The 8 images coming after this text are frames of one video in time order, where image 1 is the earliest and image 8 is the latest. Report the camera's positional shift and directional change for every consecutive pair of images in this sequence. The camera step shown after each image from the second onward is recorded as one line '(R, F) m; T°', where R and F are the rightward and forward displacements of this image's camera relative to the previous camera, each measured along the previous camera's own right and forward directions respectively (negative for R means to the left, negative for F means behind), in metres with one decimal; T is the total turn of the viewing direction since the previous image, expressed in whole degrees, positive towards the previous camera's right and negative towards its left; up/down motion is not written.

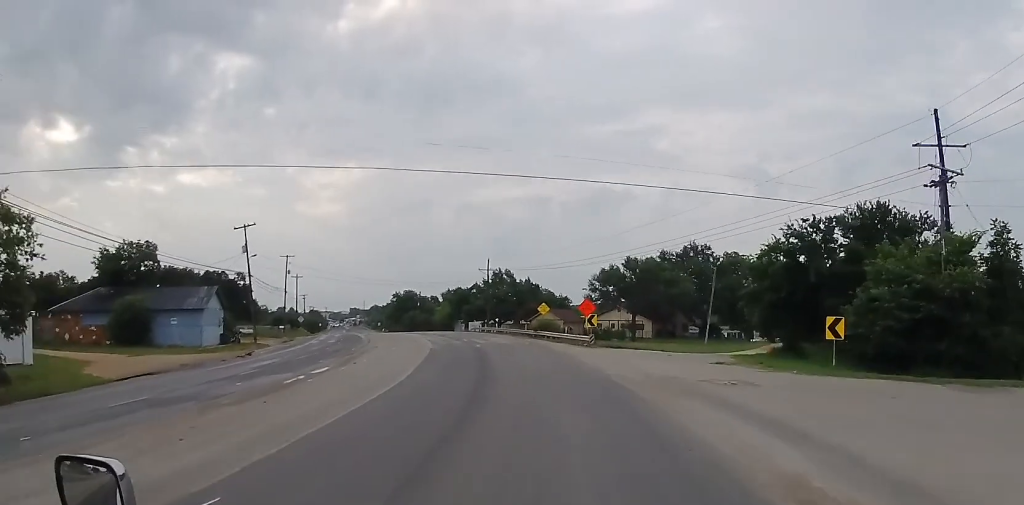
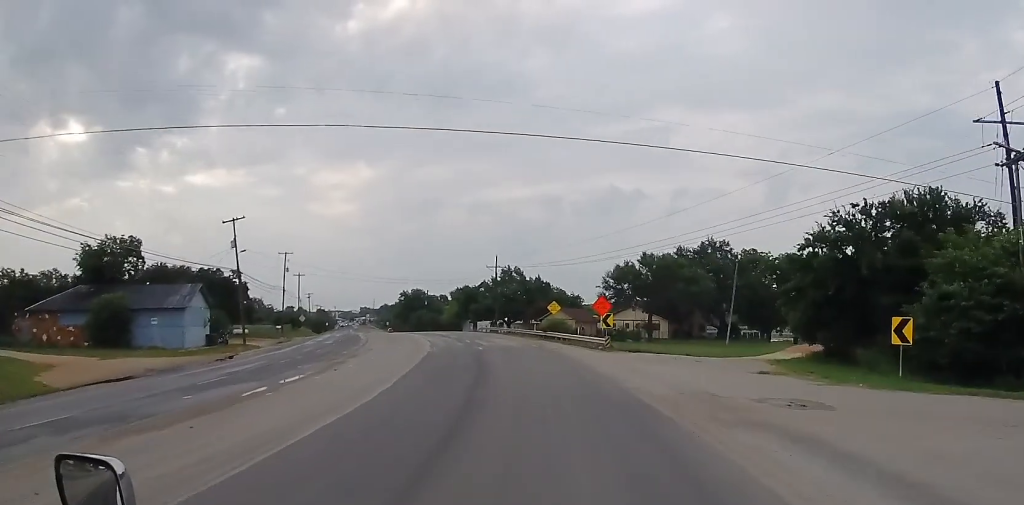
(0.0, +5.2) m; -2°
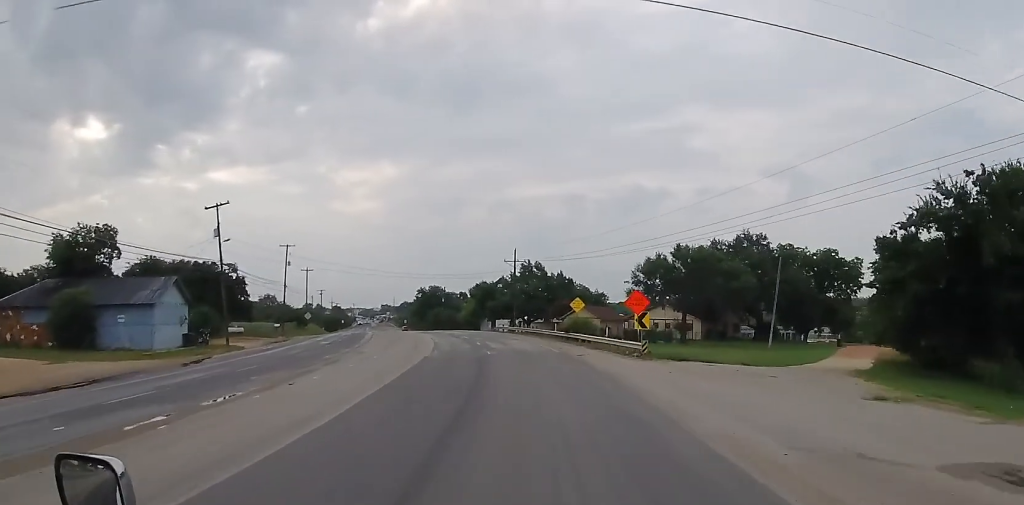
(+0.3, +8.0) m; -2°
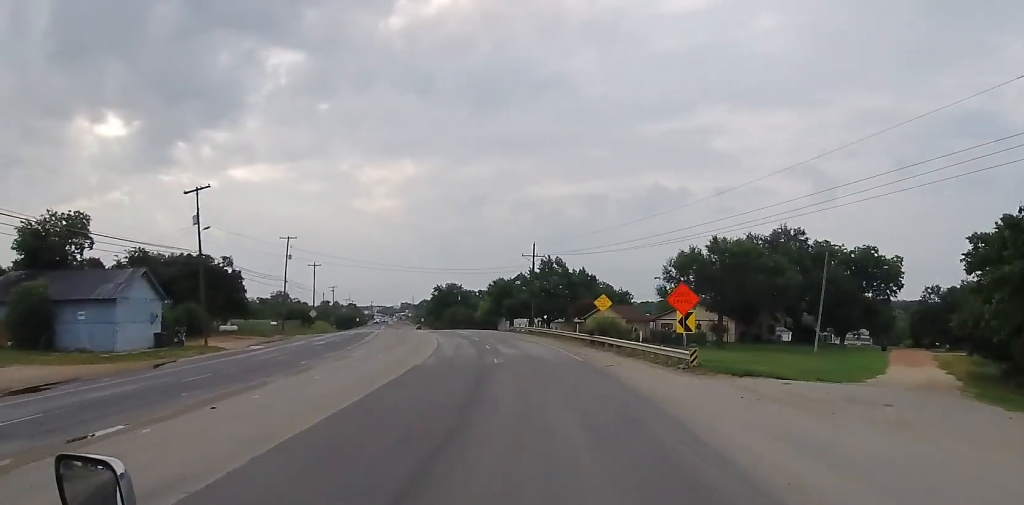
(-0.5, +7.2) m; -1°
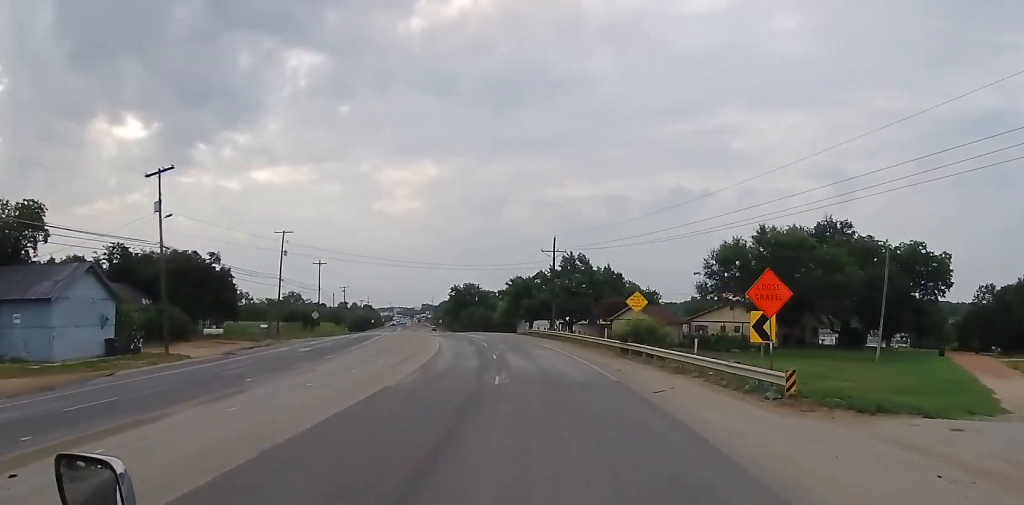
(-0.2, +8.5) m; -1°
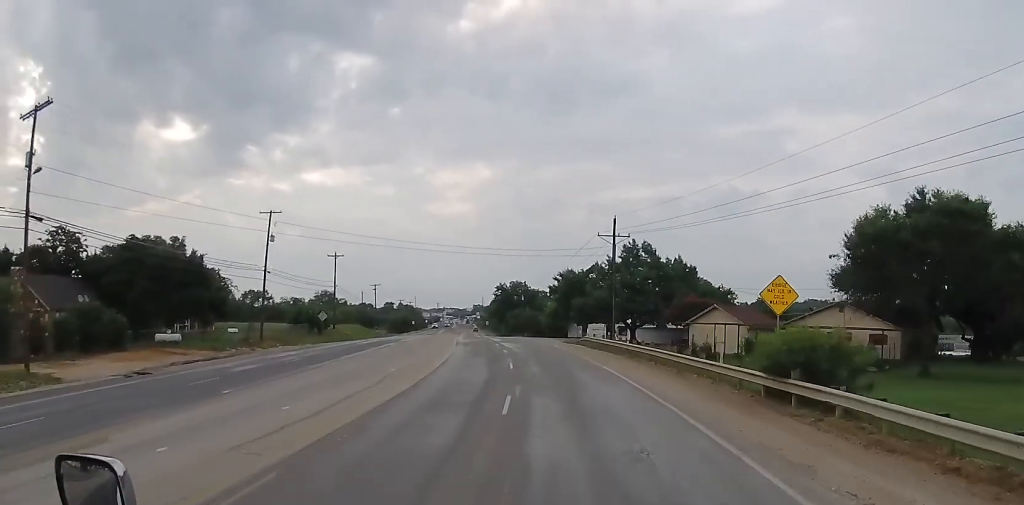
(-0.4, +17.7) m; -5°
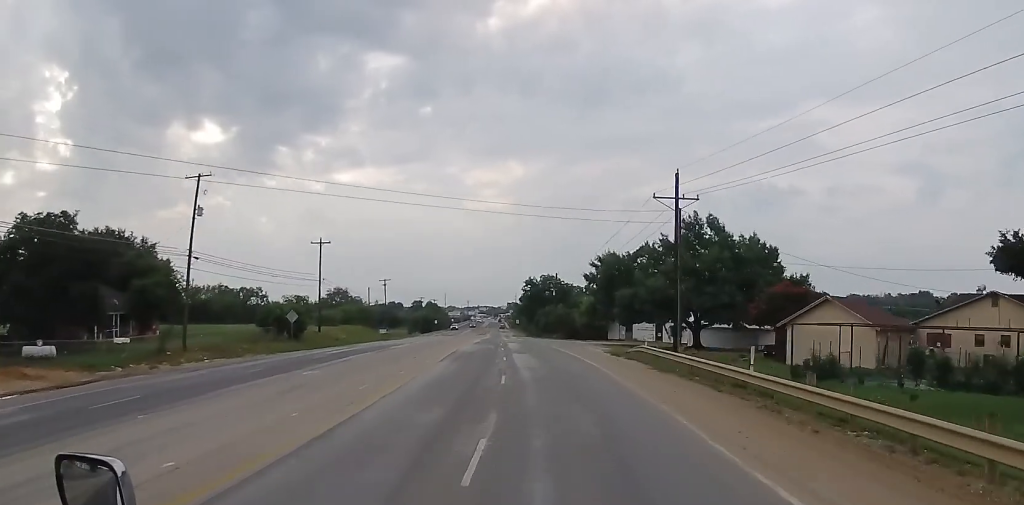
(-0.4, +19.1) m; -2°
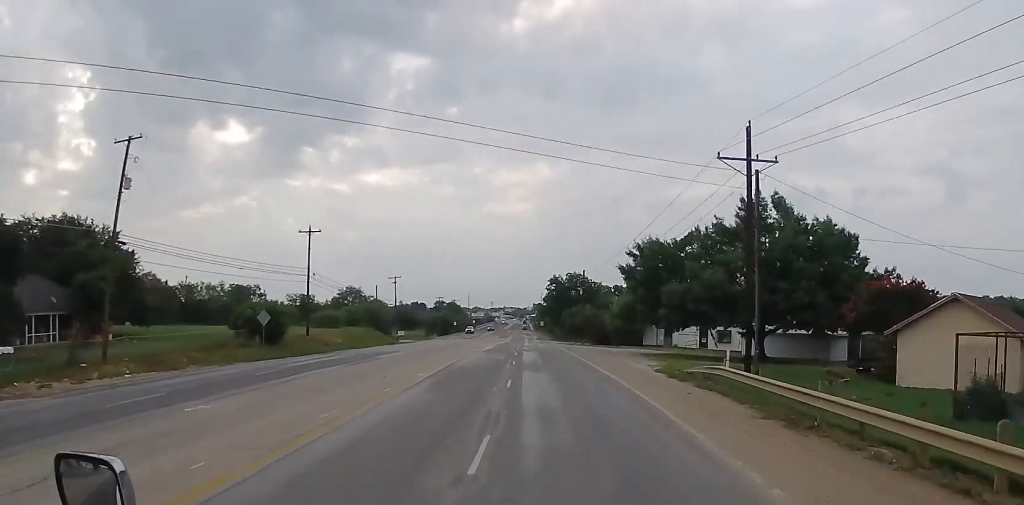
(-0.2, +11.6) m; -3°
